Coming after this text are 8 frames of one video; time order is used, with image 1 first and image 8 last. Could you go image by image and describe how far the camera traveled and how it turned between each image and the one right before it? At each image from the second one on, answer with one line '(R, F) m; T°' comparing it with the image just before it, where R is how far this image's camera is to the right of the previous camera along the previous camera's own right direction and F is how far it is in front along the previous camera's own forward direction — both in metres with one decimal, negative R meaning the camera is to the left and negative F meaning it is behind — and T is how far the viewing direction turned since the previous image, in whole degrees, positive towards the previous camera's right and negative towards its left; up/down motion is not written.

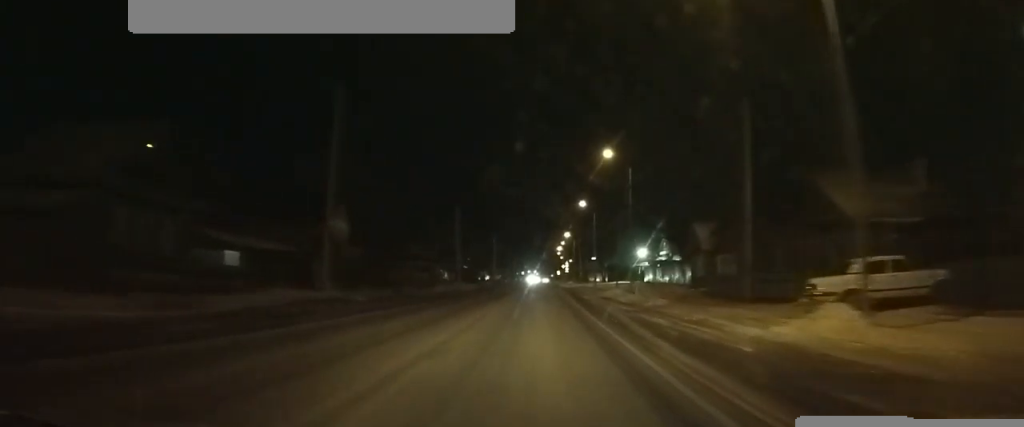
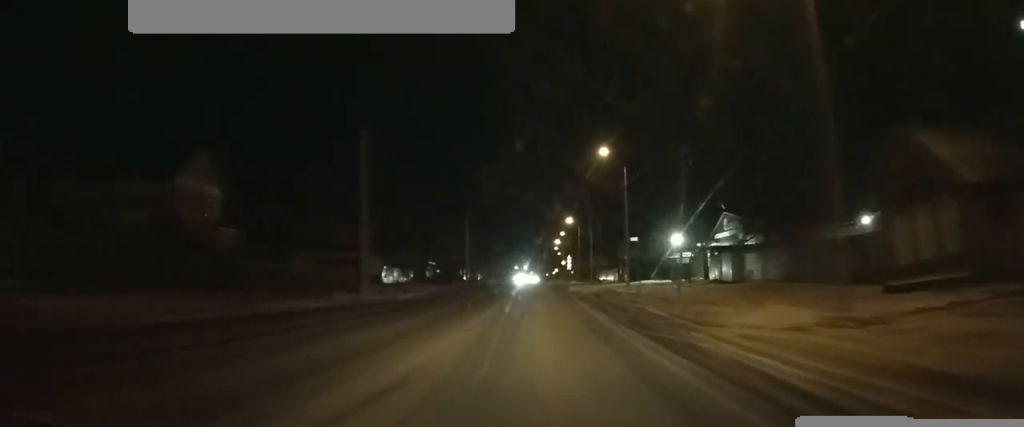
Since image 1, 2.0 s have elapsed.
(+0.1, +29.3) m; 0°
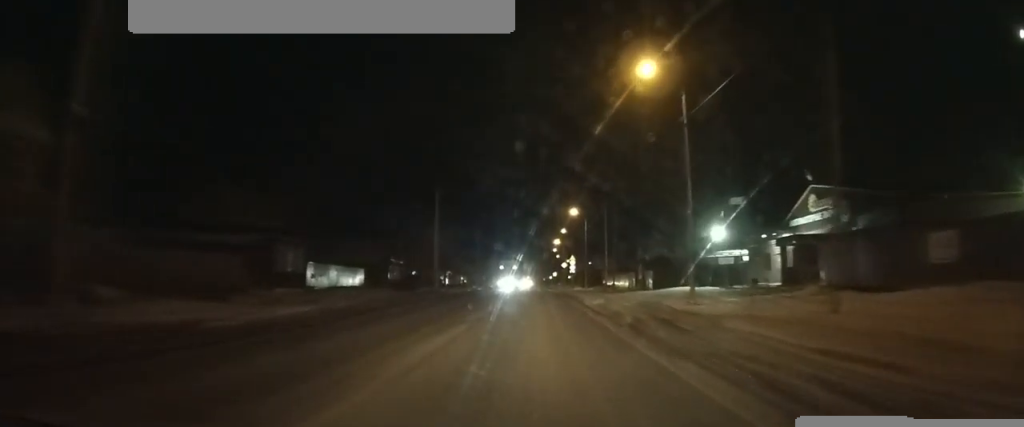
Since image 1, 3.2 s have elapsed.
(+0.1, +21.5) m; 0°
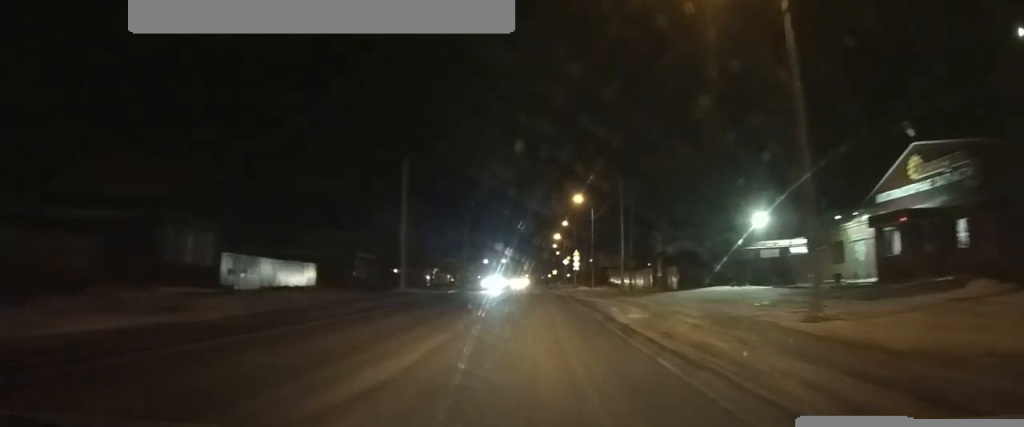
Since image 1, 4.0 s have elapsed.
(0.0, +13.7) m; 0°
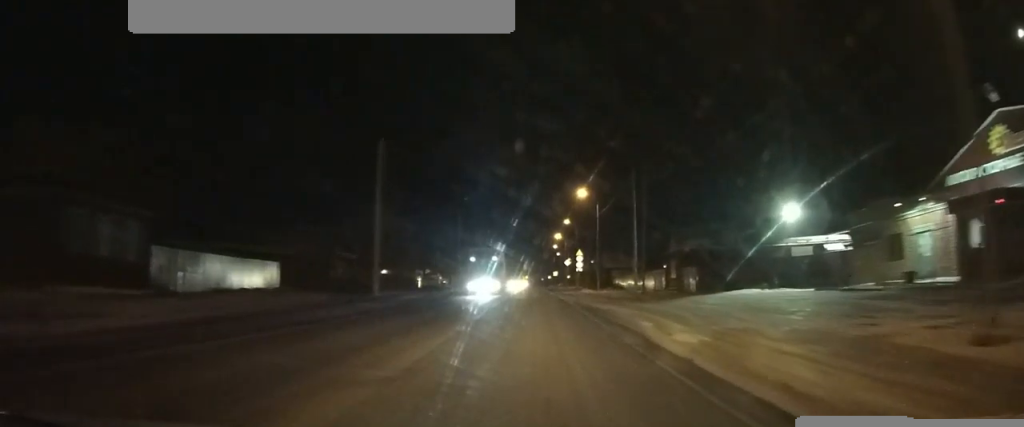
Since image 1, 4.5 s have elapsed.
(0.0, +7.2) m; 0°
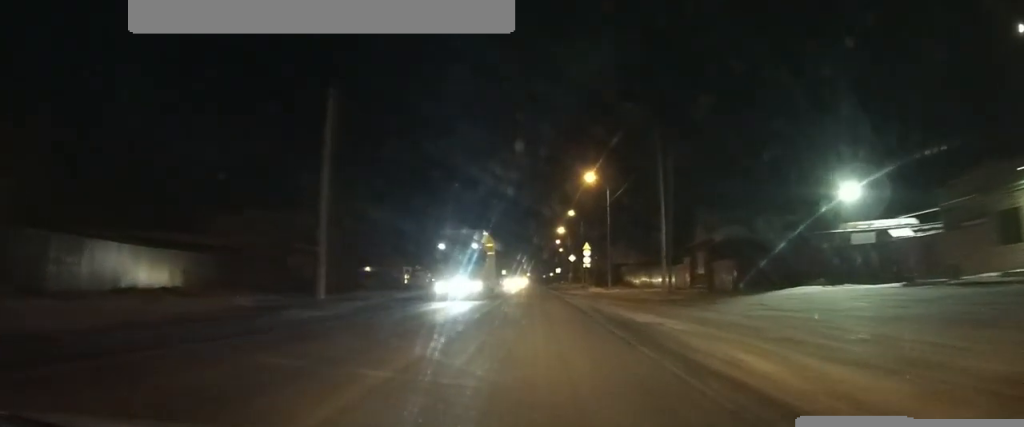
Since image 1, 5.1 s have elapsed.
(0.0, +8.7) m; 0°
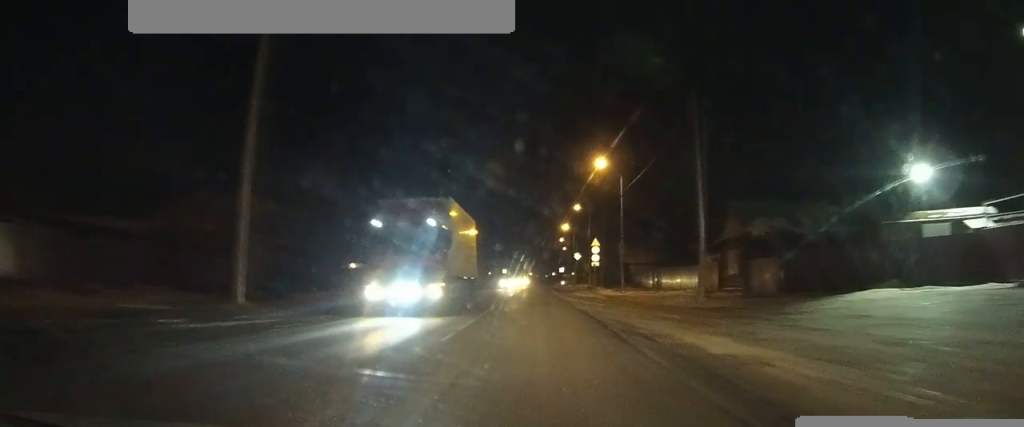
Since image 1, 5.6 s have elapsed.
(0.0, +6.8) m; 0°
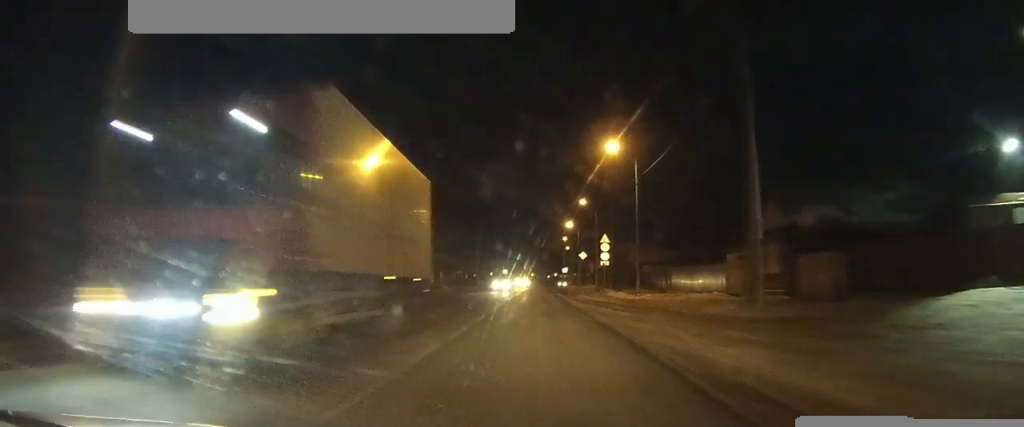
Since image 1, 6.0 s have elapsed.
(0.0, +5.7) m; 0°
